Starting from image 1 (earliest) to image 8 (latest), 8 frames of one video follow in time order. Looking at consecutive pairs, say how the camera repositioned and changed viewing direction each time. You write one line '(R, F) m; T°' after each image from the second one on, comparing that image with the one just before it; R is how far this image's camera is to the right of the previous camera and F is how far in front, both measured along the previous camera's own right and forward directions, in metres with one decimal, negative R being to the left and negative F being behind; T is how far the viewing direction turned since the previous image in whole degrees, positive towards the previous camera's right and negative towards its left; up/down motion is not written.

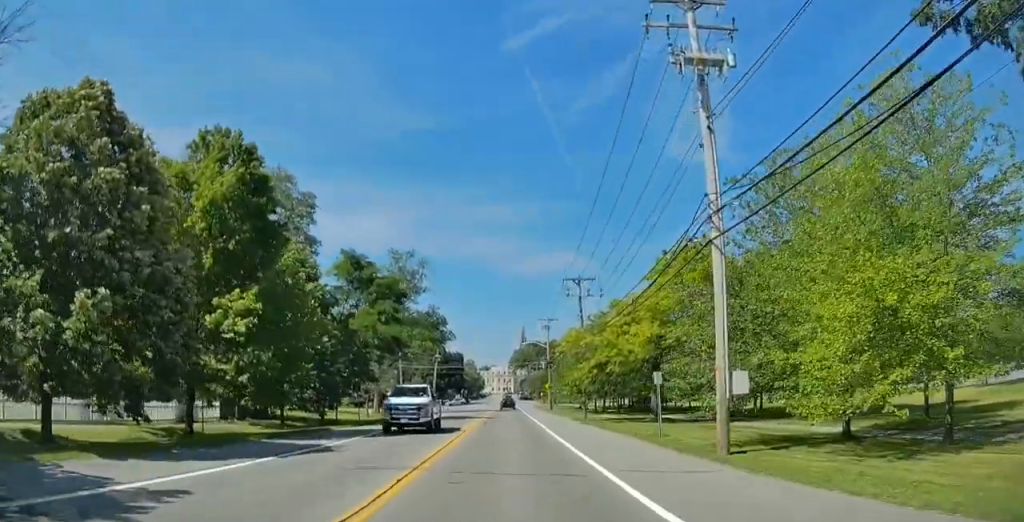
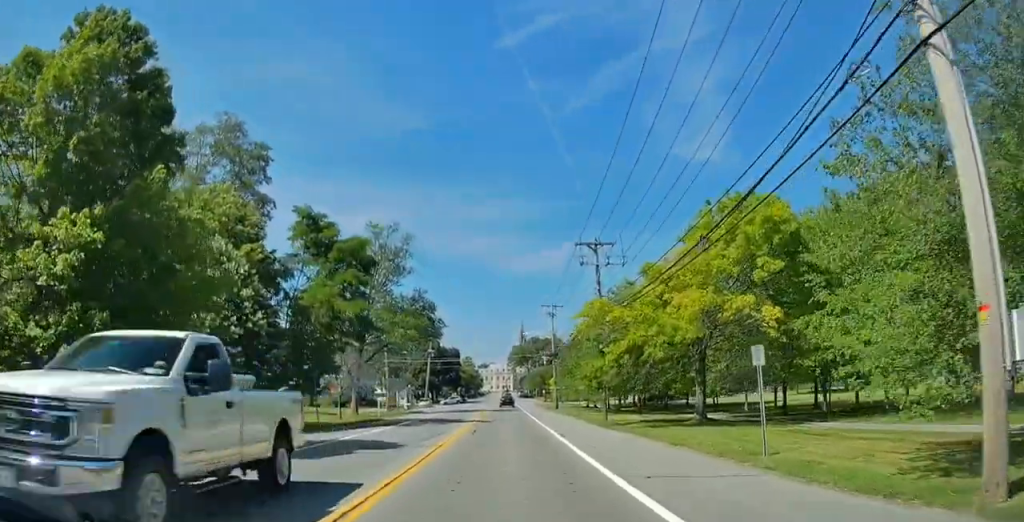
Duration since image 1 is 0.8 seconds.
(-0.6, +10.7) m; -1°
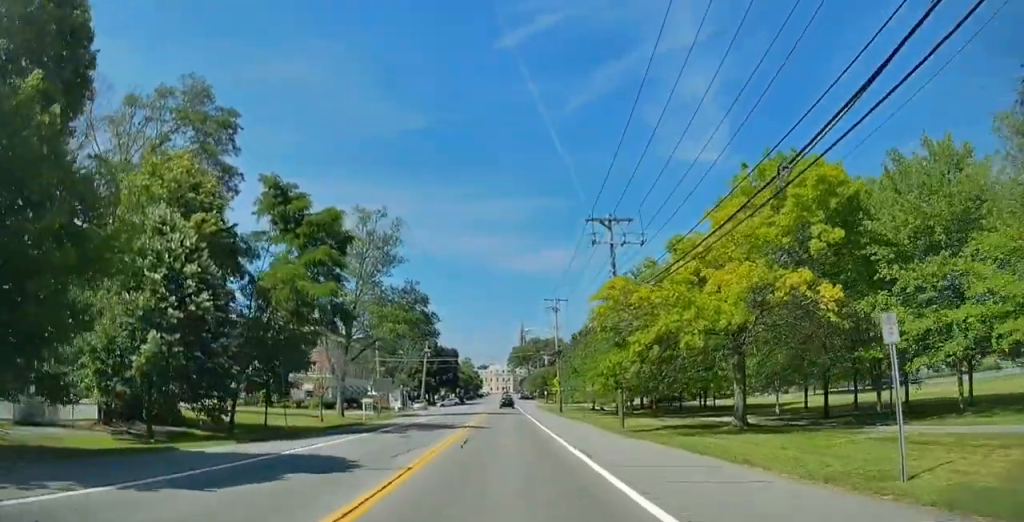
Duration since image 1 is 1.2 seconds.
(+0.1, +5.4) m; +1°
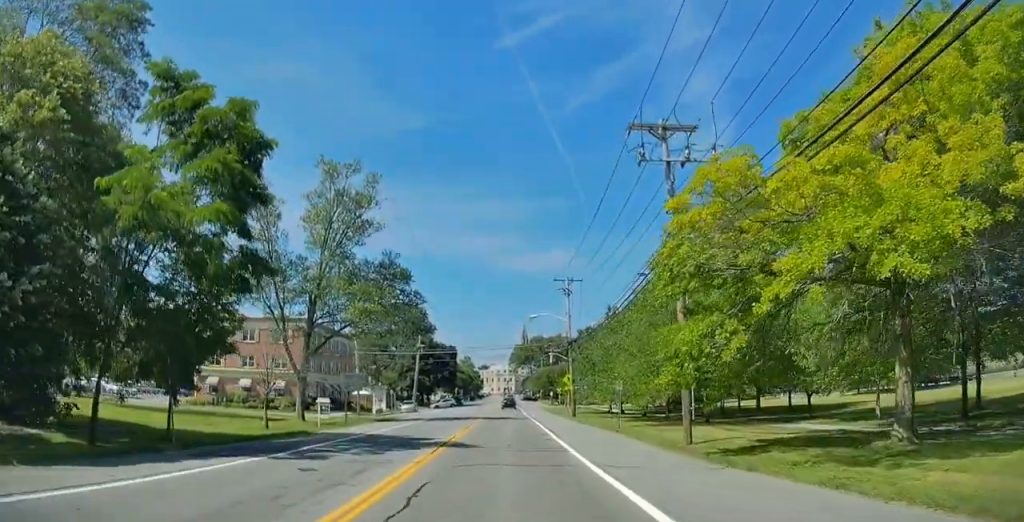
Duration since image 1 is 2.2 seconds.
(+0.4, +12.1) m; +2°
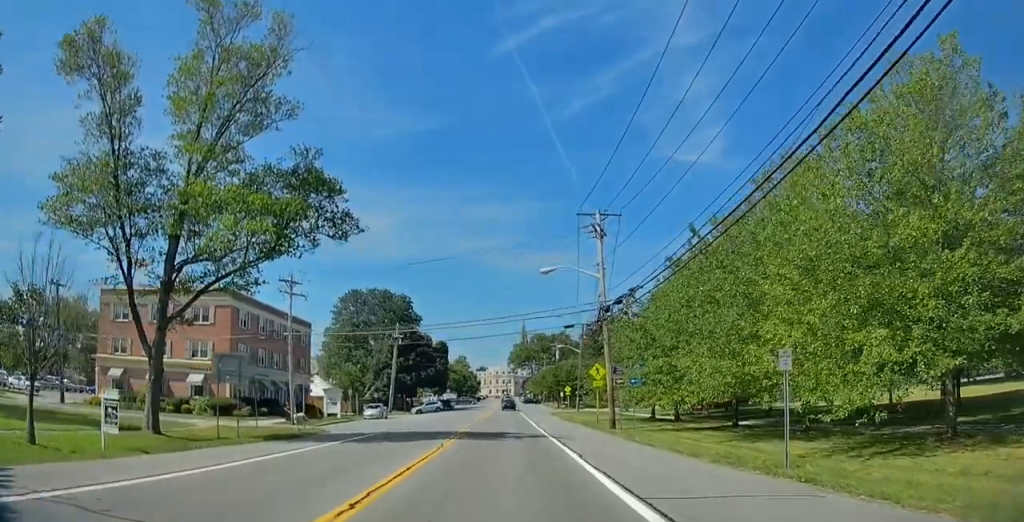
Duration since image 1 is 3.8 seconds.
(-0.4, +20.5) m; -2°
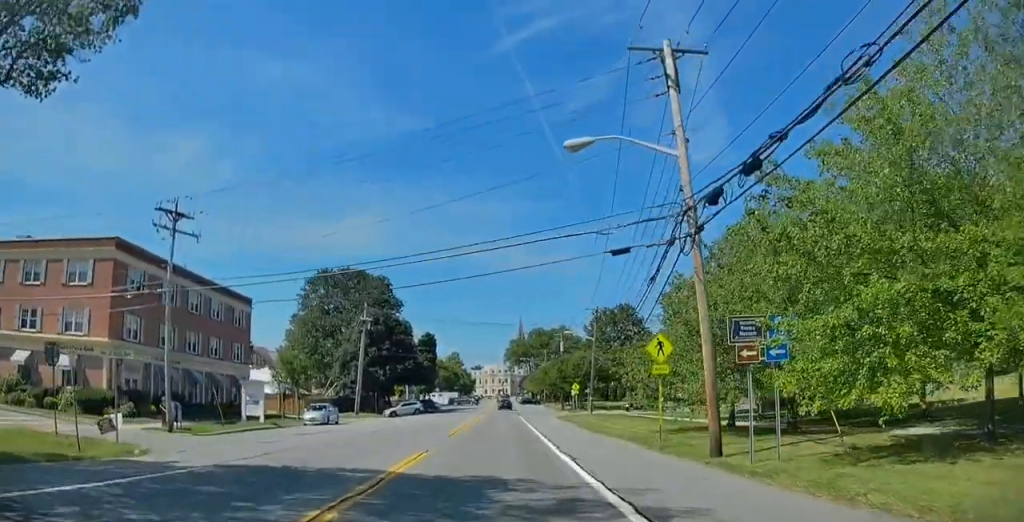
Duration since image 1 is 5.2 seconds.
(+0.3, +17.2) m; +2°
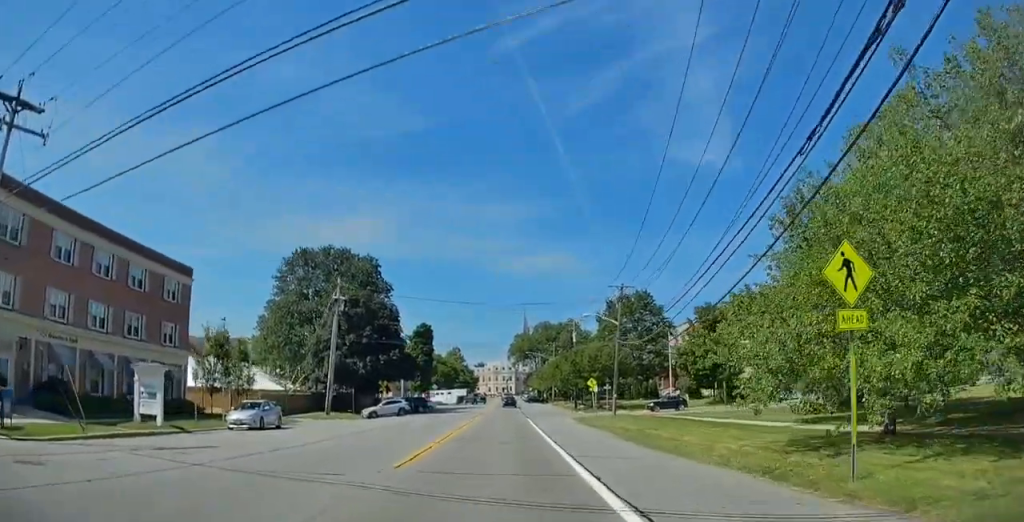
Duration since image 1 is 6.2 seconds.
(+0.1, +12.5) m; +1°
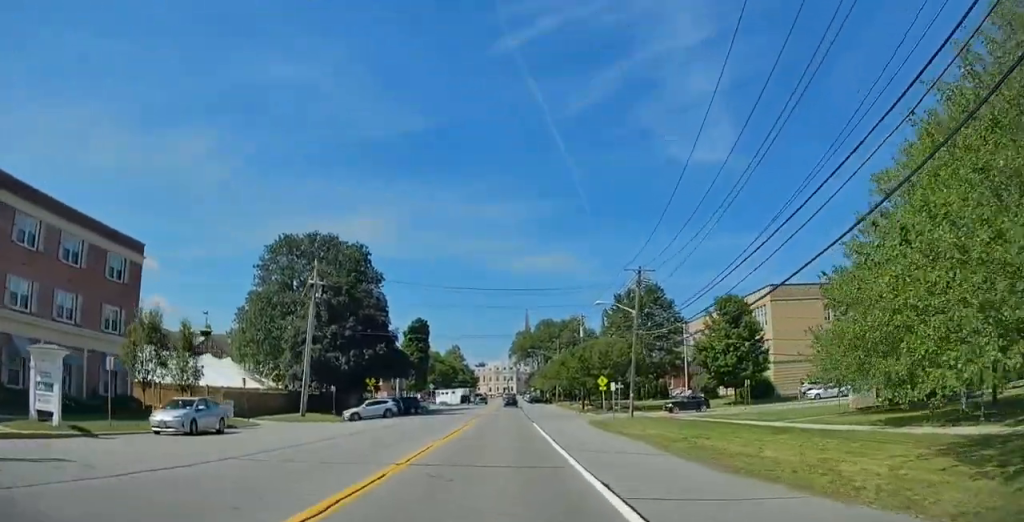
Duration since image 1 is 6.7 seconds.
(+0.1, +6.8) m; +1°
